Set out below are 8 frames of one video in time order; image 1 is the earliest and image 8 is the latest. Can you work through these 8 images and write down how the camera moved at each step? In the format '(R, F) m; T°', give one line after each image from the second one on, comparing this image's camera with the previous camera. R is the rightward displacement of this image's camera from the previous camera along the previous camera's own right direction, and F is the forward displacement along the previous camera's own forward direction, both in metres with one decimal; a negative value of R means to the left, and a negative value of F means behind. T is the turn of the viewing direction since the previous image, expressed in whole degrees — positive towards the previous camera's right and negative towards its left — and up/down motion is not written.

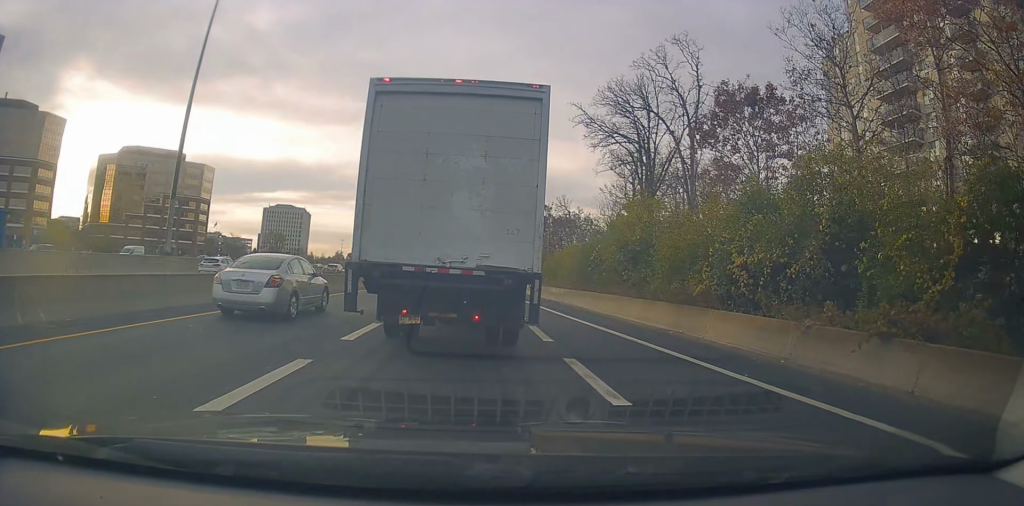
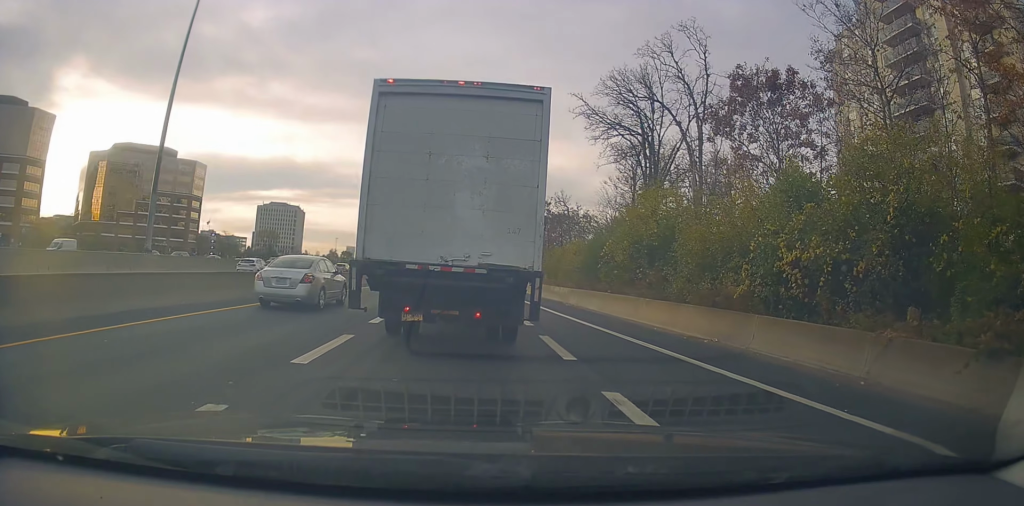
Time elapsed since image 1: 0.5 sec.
(0.0, +3.0) m; 0°
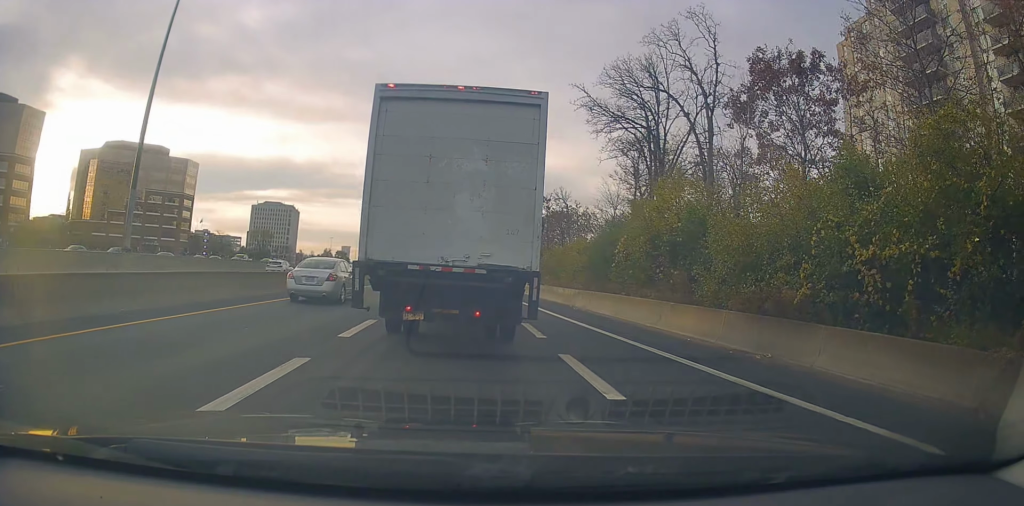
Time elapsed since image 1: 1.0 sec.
(0.0, +3.2) m; 0°
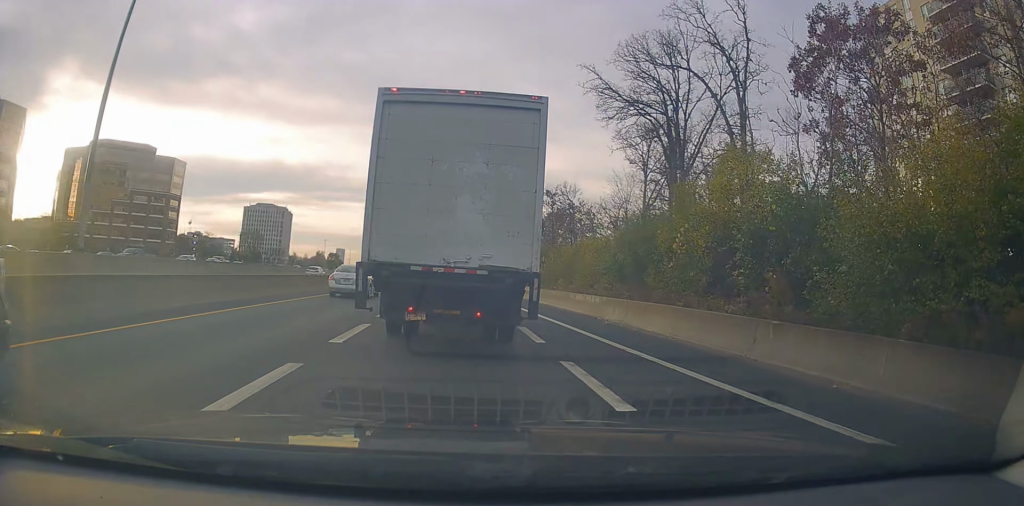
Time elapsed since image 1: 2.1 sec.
(0.0, +6.6) m; 0°
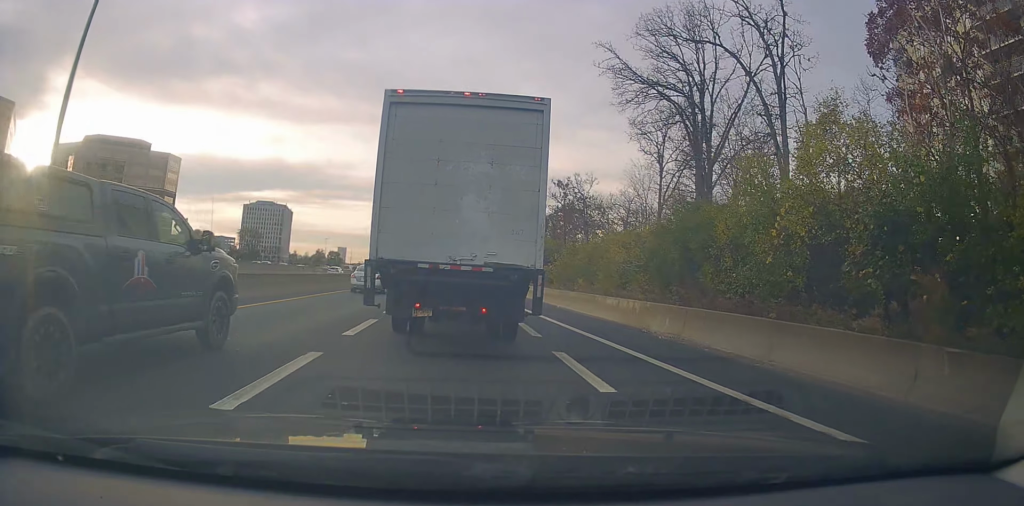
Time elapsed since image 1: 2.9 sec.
(0.0, +4.8) m; 0°
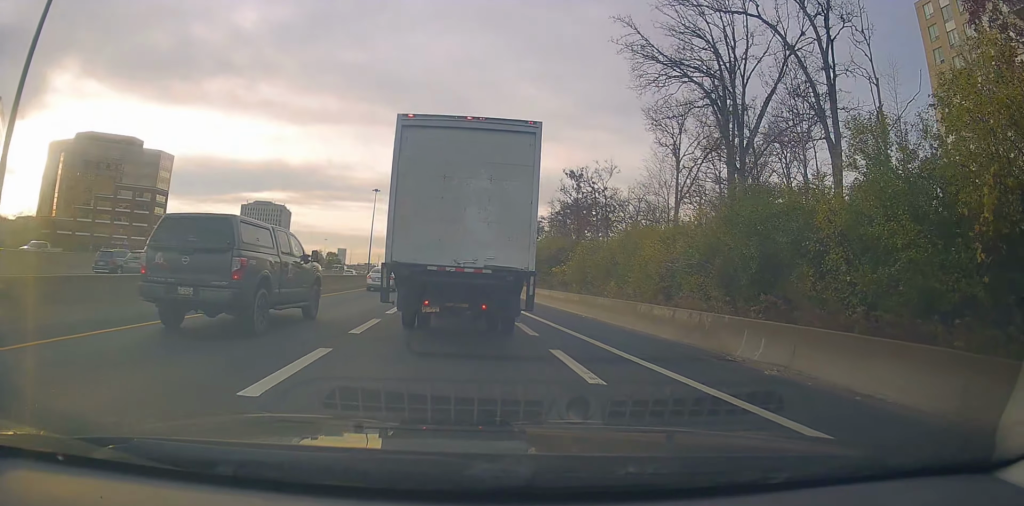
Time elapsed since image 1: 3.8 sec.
(0.0, +5.6) m; 0°
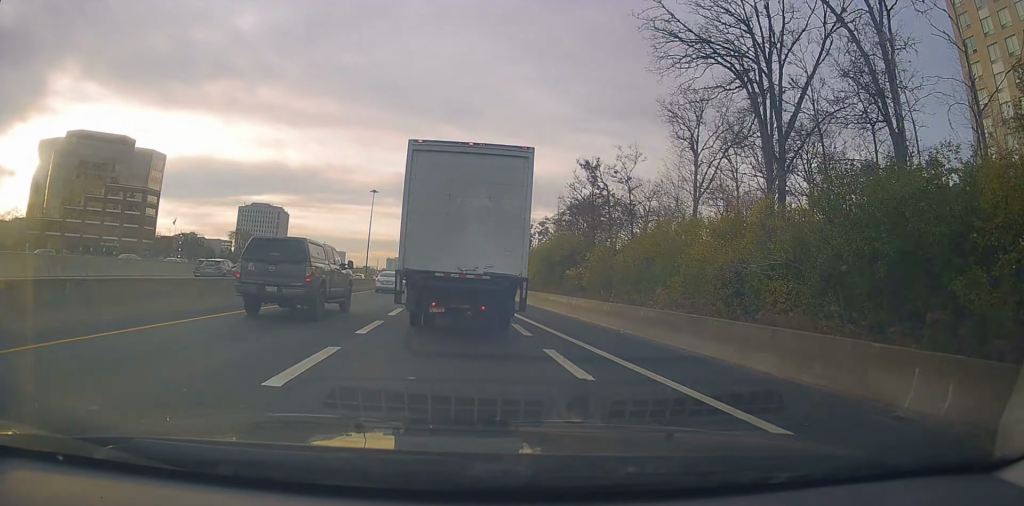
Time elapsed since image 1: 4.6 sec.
(0.0, +4.8) m; +2°
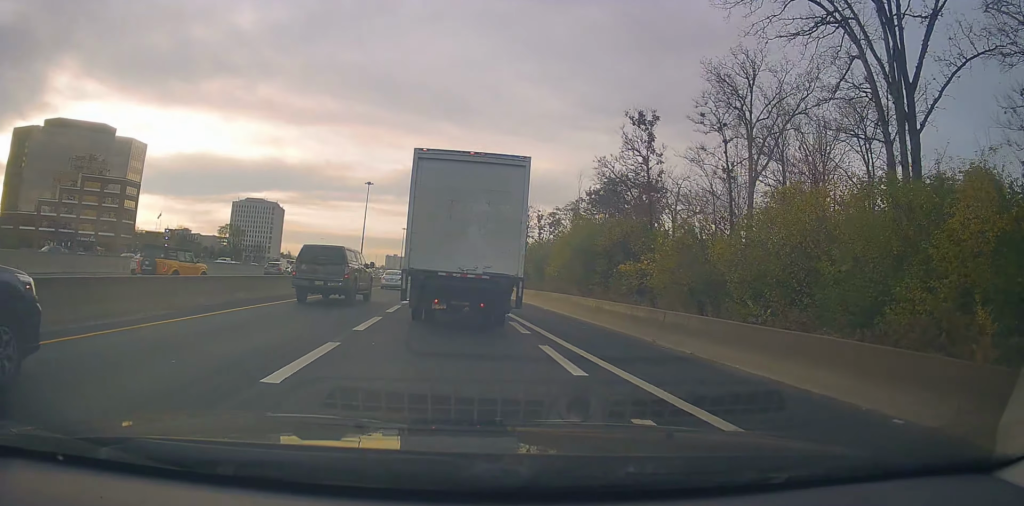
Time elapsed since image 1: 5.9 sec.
(+0.5, +9.5) m; -3°
